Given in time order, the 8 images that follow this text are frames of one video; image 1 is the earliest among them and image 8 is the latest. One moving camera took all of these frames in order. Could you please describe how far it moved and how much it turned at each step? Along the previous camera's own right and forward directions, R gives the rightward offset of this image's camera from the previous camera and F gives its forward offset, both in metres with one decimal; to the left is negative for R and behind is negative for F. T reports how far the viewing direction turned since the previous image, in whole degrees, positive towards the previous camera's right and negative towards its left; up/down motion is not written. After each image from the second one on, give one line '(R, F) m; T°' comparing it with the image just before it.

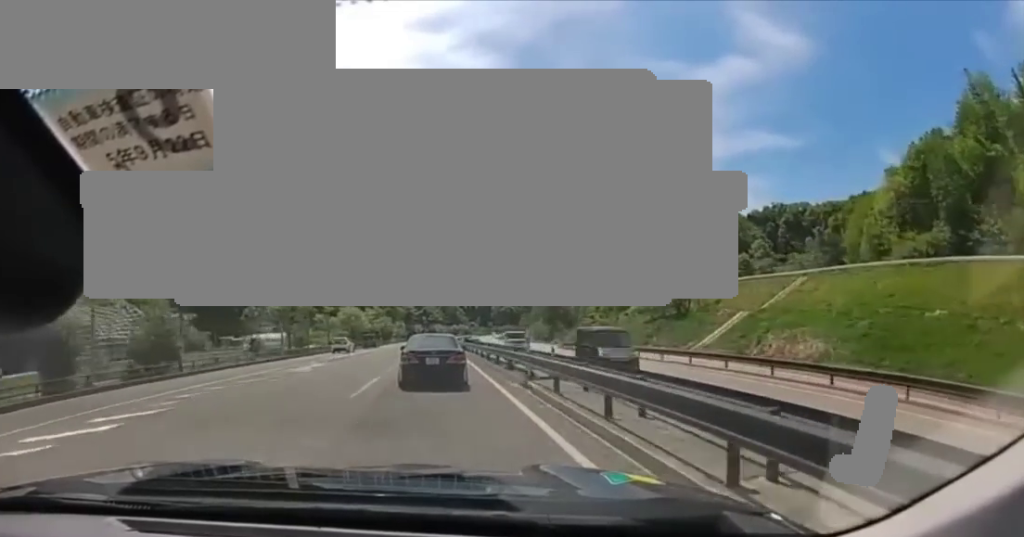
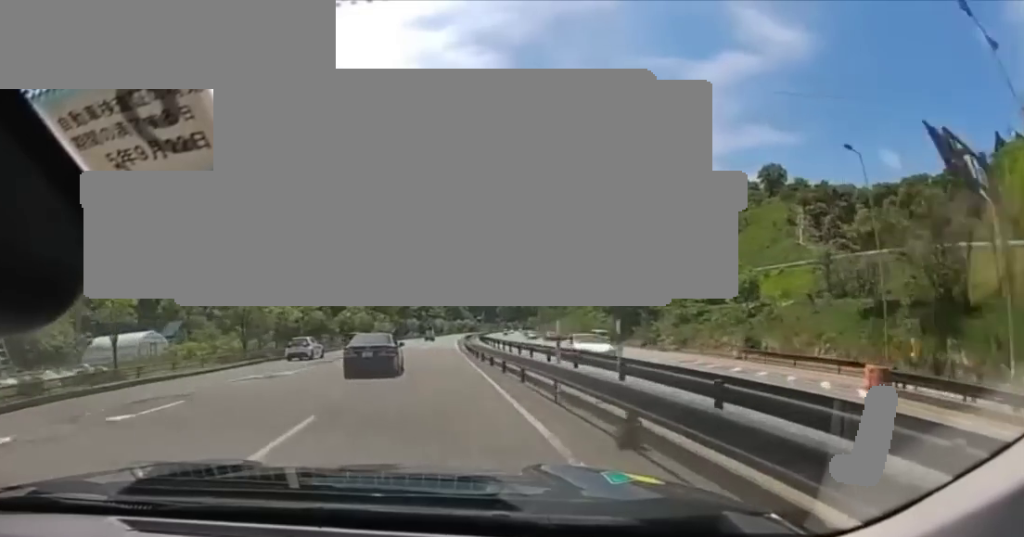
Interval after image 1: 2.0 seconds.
(-0.1, +46.5) m; 0°
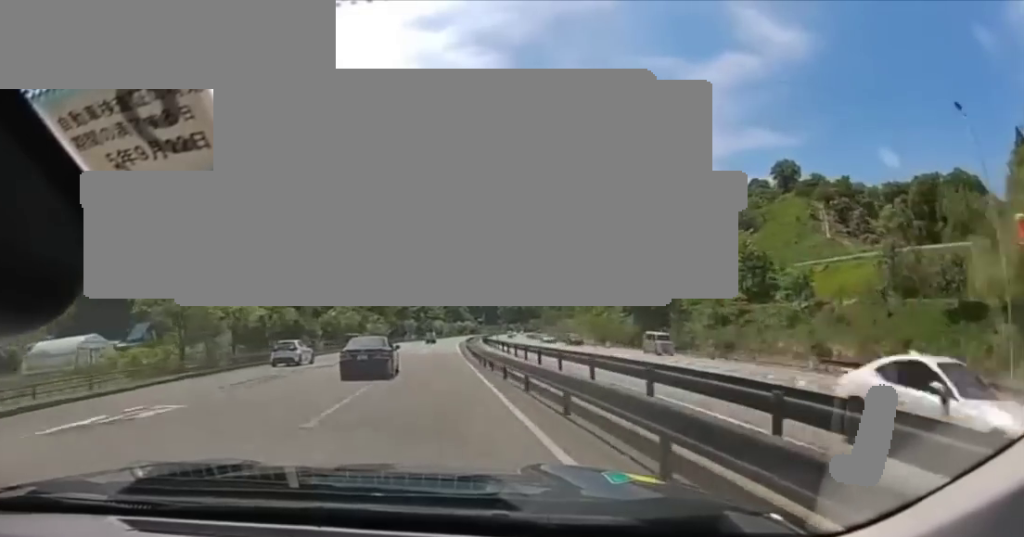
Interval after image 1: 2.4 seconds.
(0.0, +9.1) m; 0°
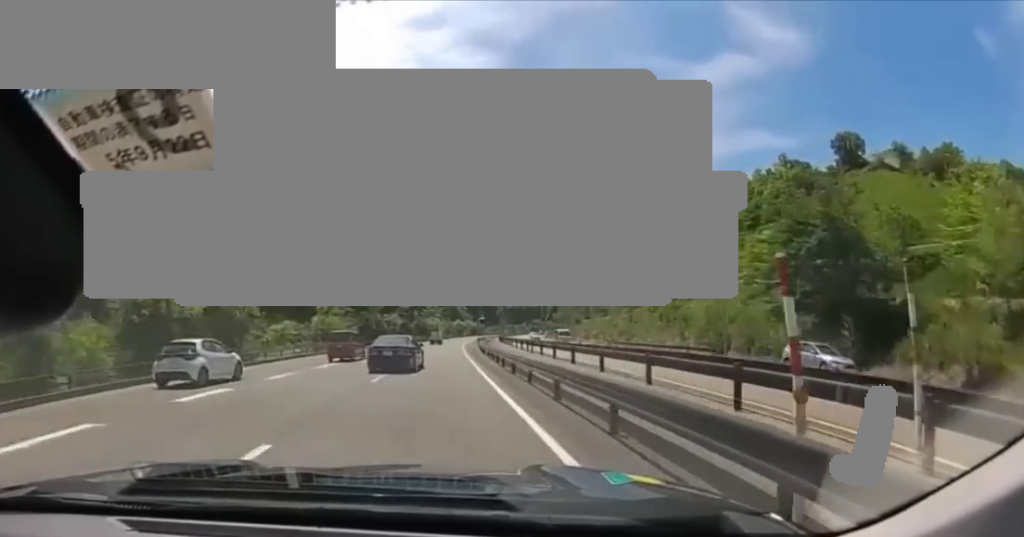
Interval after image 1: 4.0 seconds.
(0.0, +36.6) m; 0°
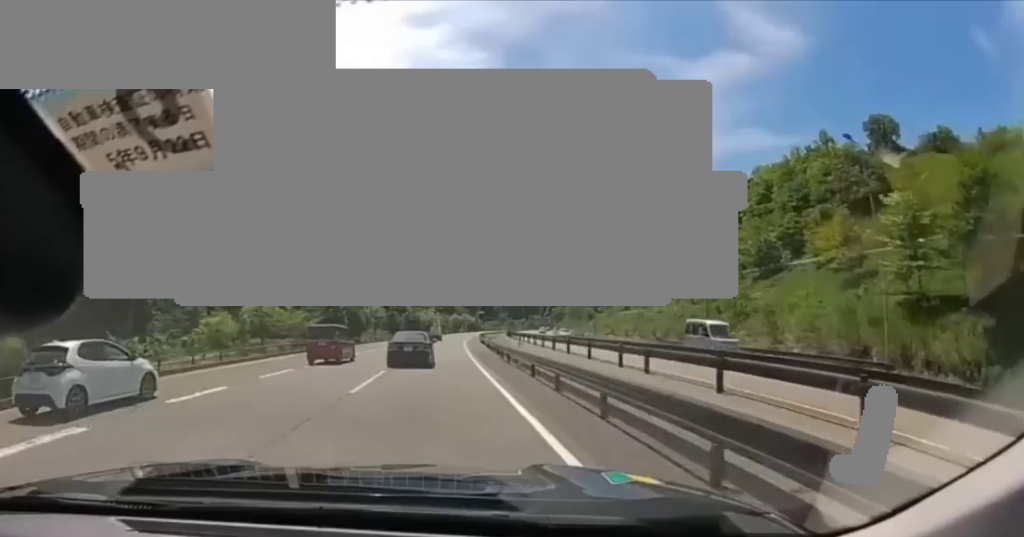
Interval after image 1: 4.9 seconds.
(+0.1, +19.8) m; 0°
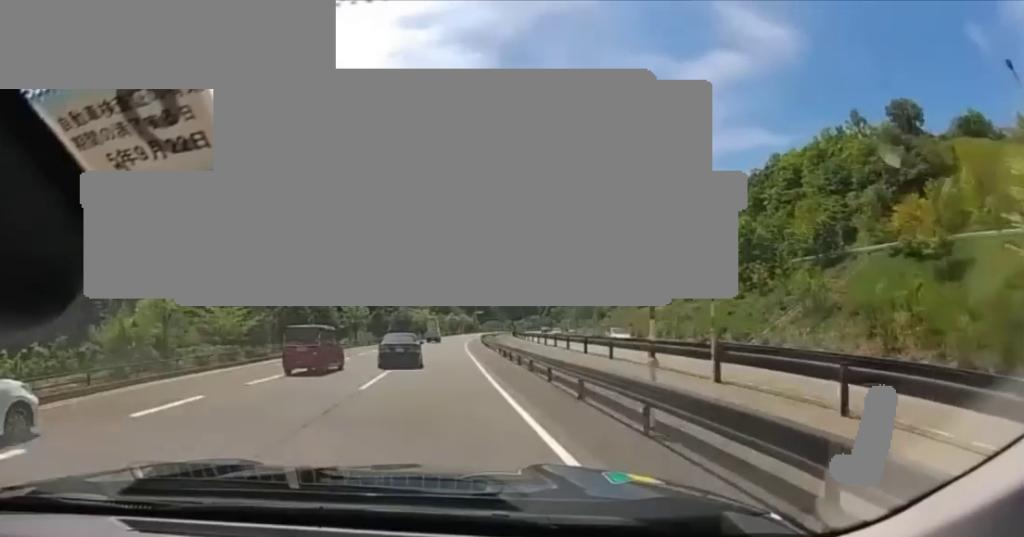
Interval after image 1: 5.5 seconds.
(0.0, +12.9) m; 0°
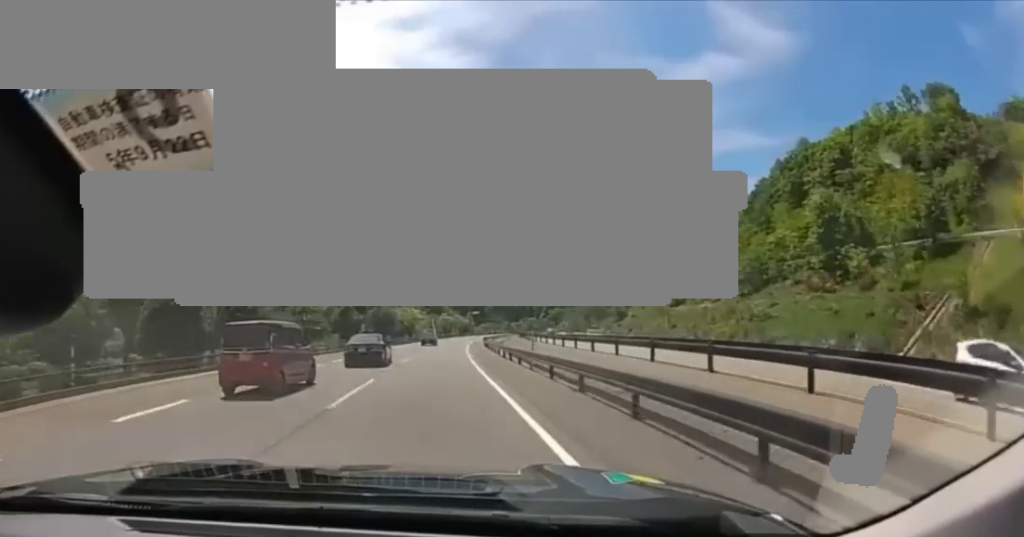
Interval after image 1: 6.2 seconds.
(0.0, +17.5) m; 0°
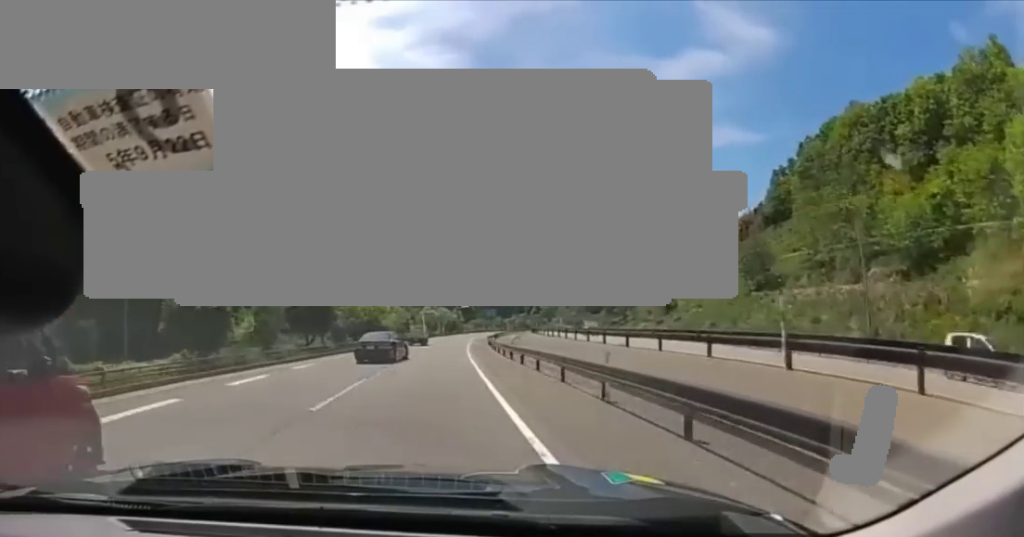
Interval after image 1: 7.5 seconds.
(0.0, +30.1) m; 0°
